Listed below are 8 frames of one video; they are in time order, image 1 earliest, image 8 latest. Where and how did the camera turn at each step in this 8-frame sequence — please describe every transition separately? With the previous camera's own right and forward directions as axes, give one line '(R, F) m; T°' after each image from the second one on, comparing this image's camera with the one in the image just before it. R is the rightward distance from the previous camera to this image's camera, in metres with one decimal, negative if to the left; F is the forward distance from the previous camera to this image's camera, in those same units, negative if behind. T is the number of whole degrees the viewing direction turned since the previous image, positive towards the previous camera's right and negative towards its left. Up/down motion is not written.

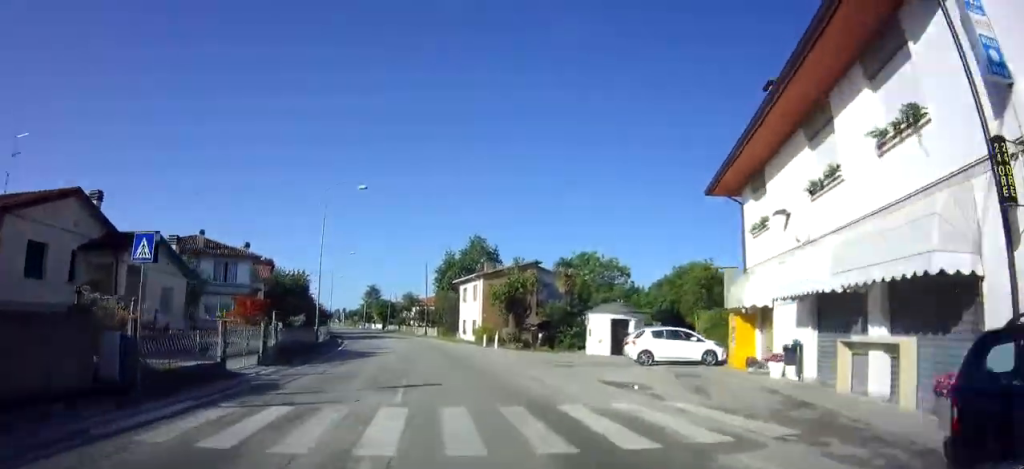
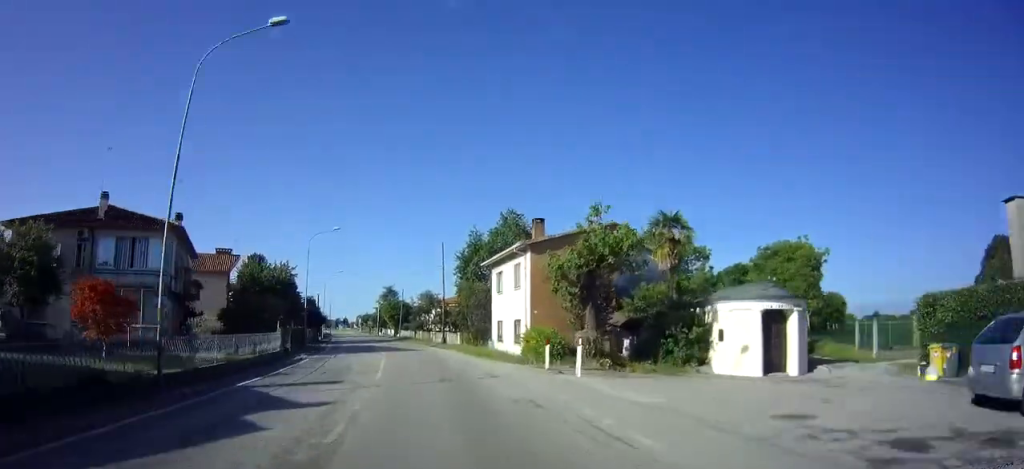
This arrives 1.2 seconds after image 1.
(-0.3, +17.4) m; -4°
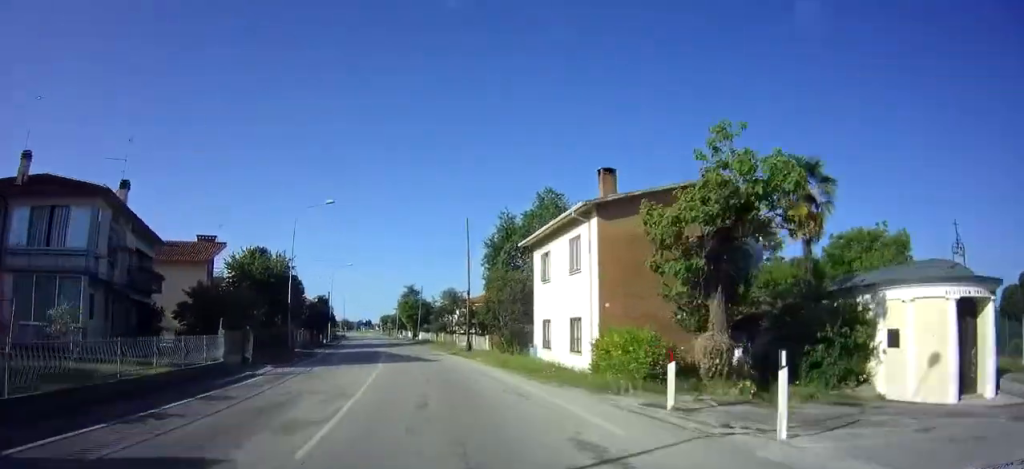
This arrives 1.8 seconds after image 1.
(-0.1, +9.2) m; -2°
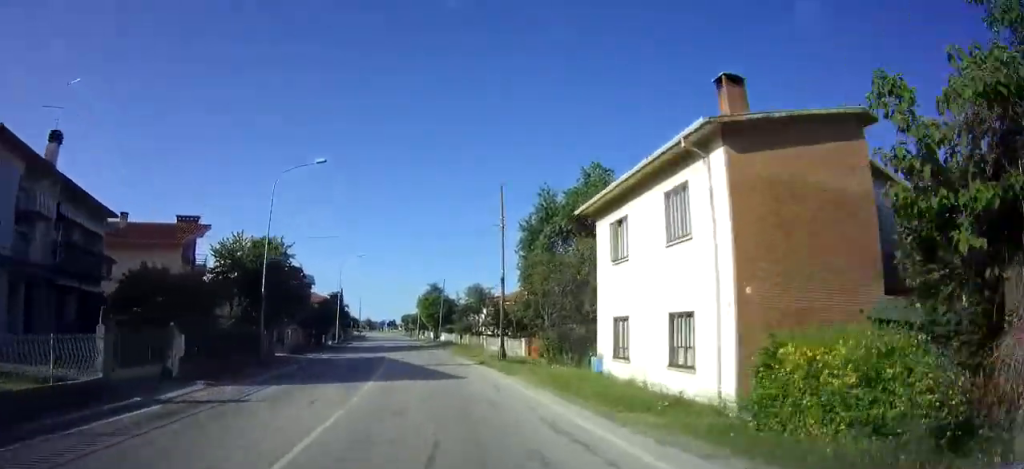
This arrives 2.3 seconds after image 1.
(-0.4, +8.4) m; -2°
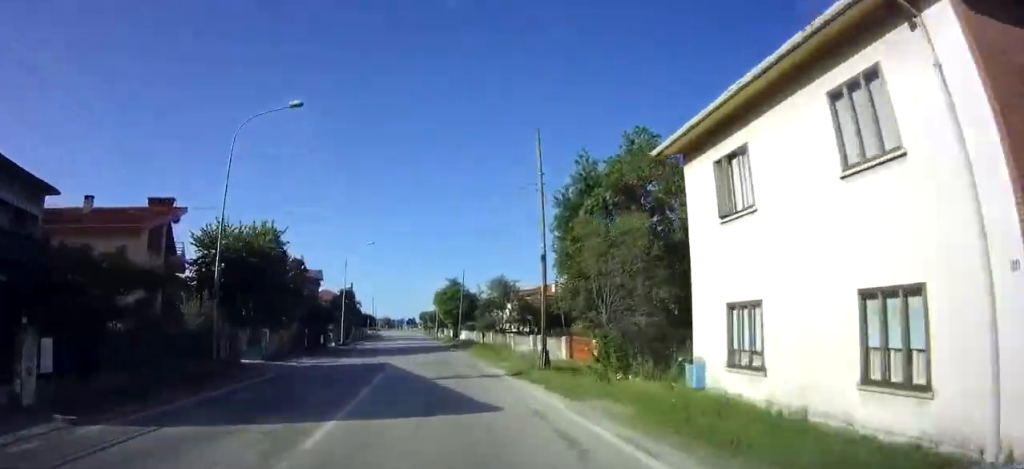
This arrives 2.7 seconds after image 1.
(-0.1, +6.4) m; -1°
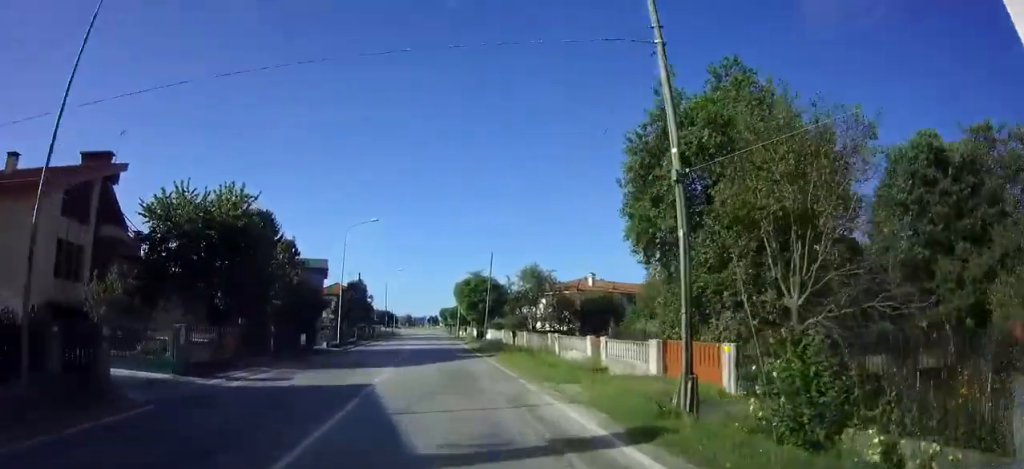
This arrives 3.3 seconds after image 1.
(0.0, +9.2) m; -2°
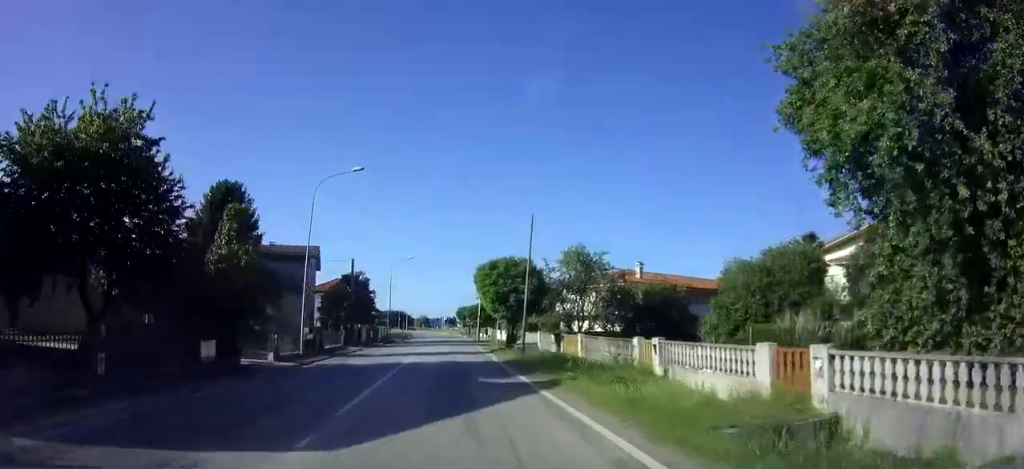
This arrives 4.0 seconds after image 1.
(-0.4, +12.6) m; -2°
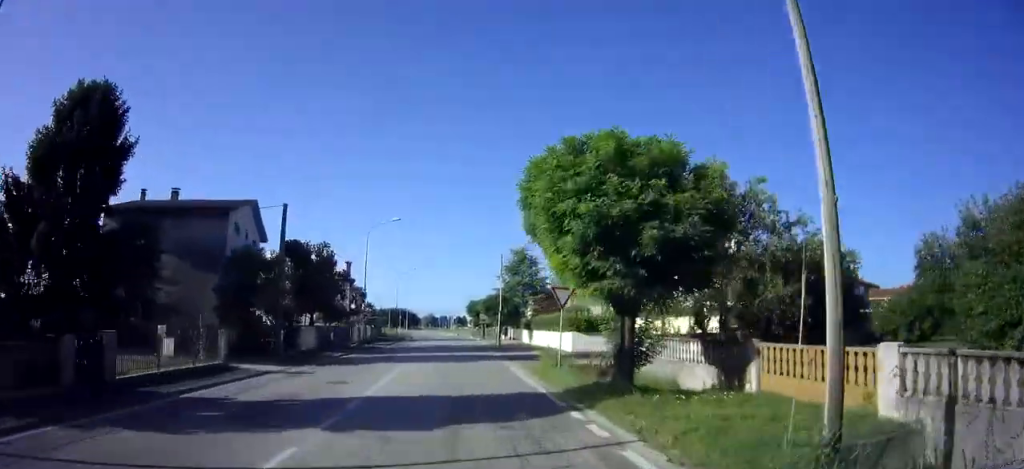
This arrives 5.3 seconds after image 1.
(-0.6, +20.3) m; -2°
